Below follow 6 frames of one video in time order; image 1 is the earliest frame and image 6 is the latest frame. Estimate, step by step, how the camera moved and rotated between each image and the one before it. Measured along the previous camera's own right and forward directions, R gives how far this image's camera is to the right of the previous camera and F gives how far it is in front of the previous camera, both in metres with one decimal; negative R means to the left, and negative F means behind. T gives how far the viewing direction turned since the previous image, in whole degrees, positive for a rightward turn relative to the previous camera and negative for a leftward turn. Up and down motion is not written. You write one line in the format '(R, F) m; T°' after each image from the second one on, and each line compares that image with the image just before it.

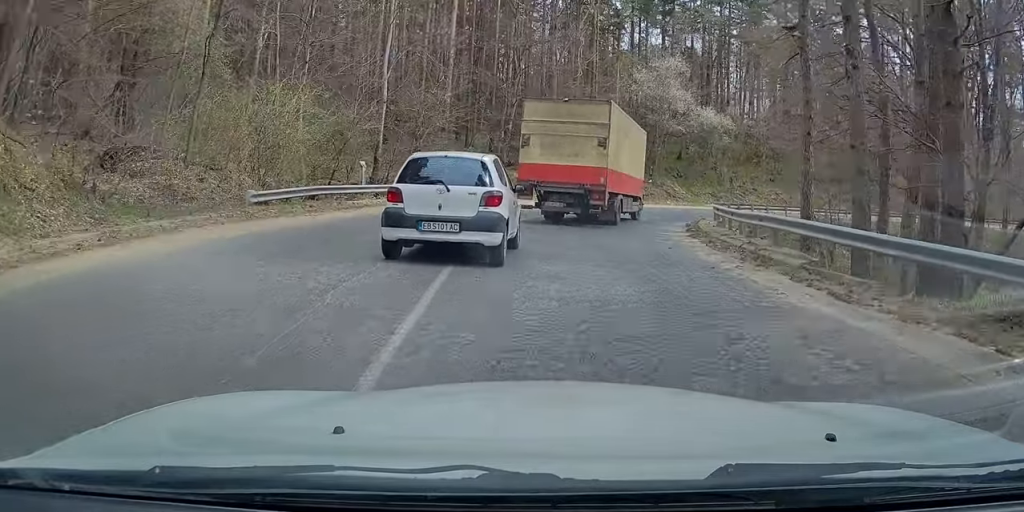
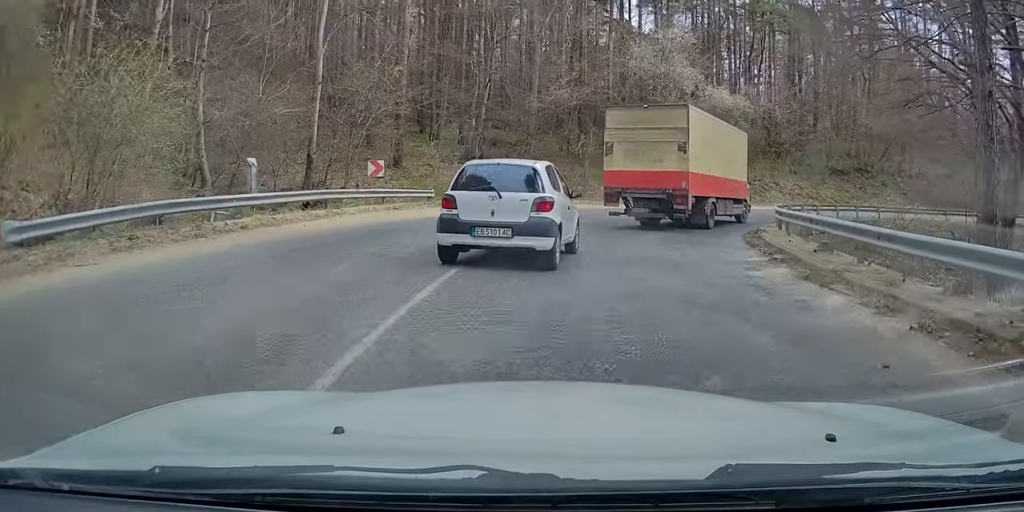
(-0.1, +8.3) m; +6°
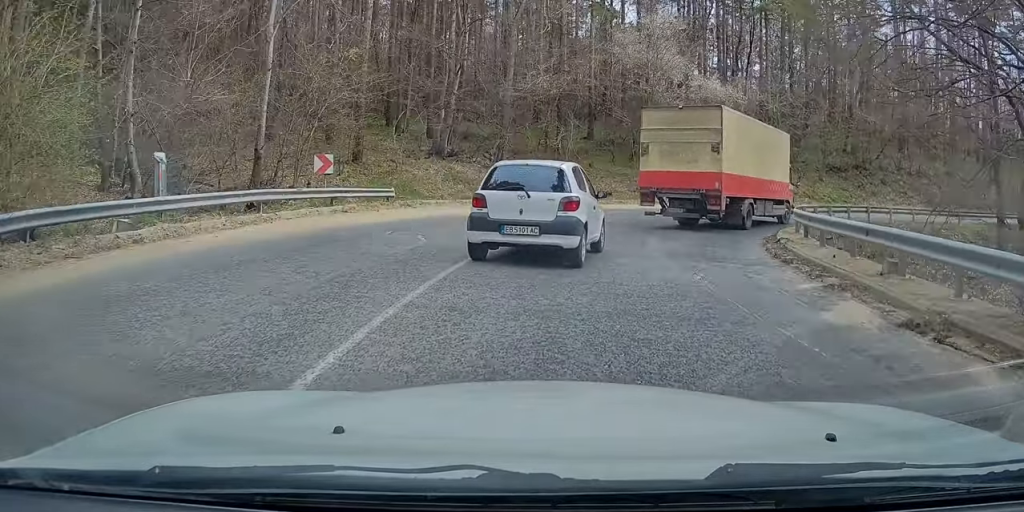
(+0.3, +3.4) m; +4°
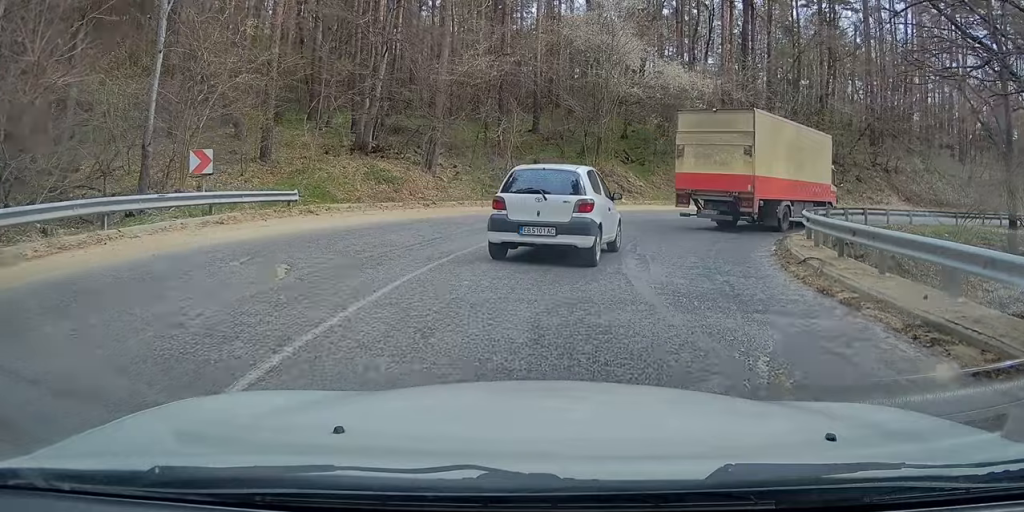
(+0.2, +4.5) m; +5°
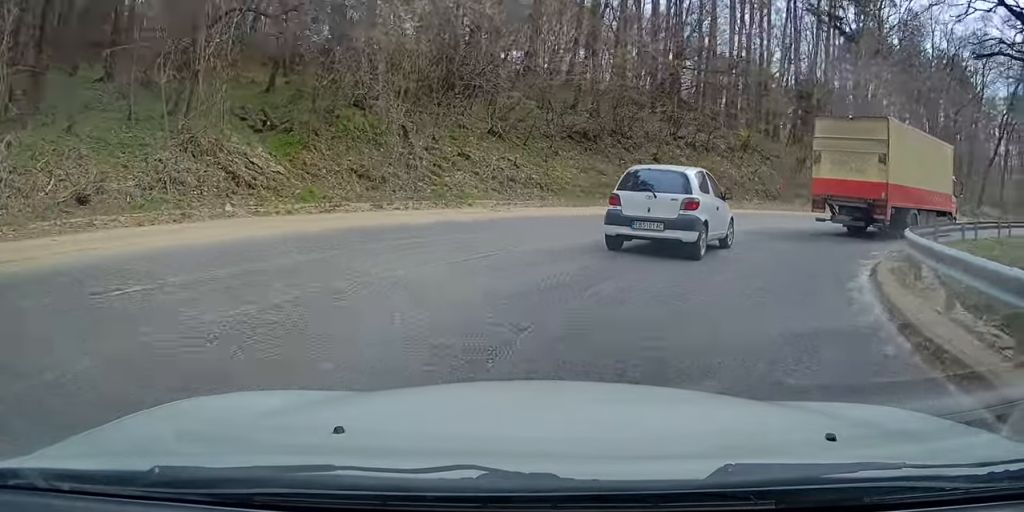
(+3.6, +17.0) m; +27°
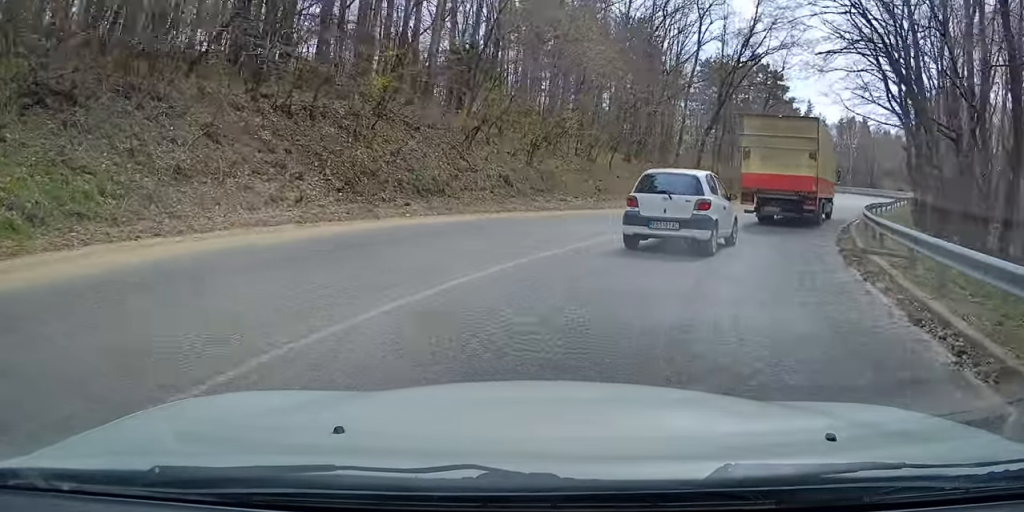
(+2.8, +13.0) m; +23°
